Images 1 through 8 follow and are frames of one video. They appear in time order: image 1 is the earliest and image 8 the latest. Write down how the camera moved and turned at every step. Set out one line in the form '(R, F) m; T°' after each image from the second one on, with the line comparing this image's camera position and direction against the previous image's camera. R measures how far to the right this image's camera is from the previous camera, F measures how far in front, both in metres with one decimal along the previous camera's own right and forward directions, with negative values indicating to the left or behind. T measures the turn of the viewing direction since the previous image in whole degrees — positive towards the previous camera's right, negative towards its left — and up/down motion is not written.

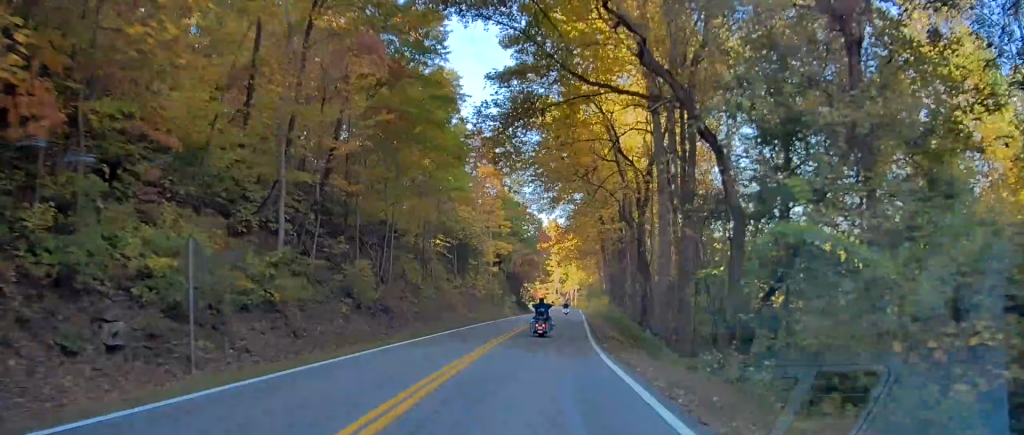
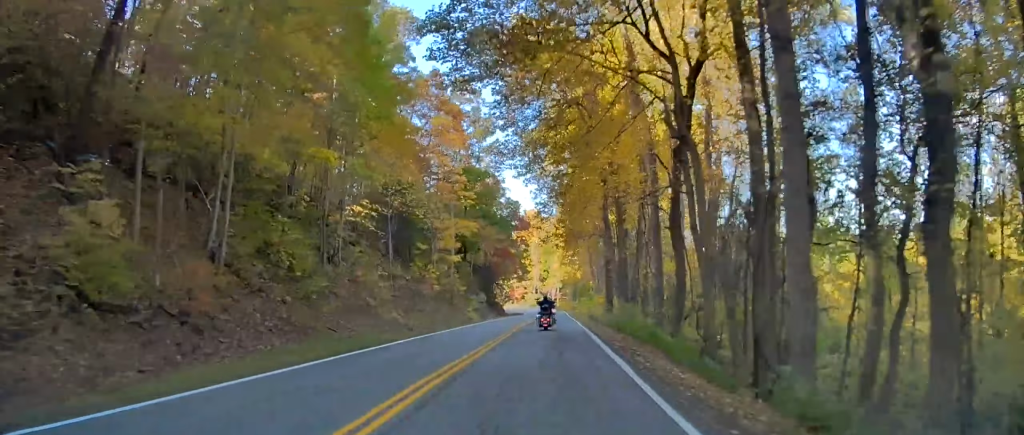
(+1.4, +21.9) m; +7°
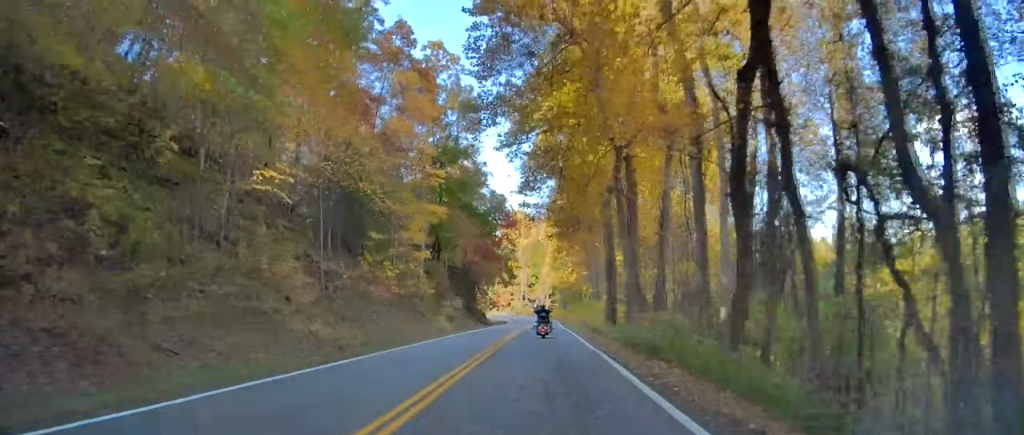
(+0.5, +12.6) m; +2°
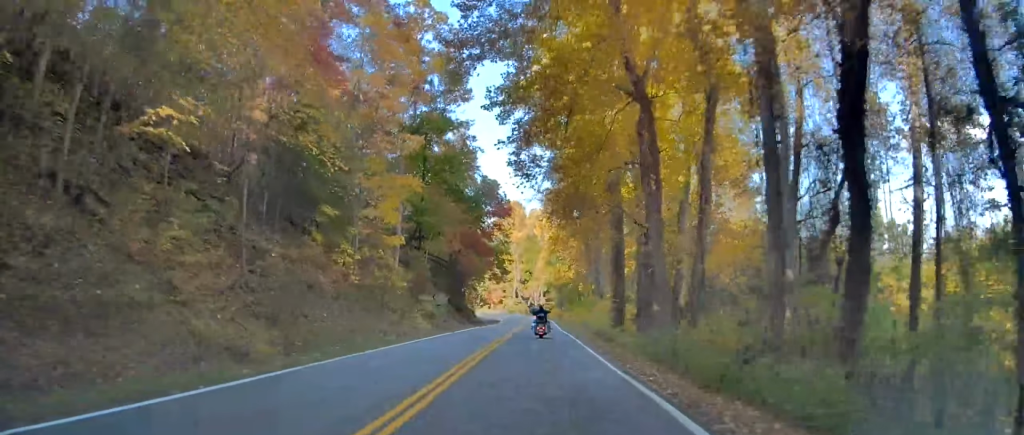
(0.0, +8.5) m; +1°
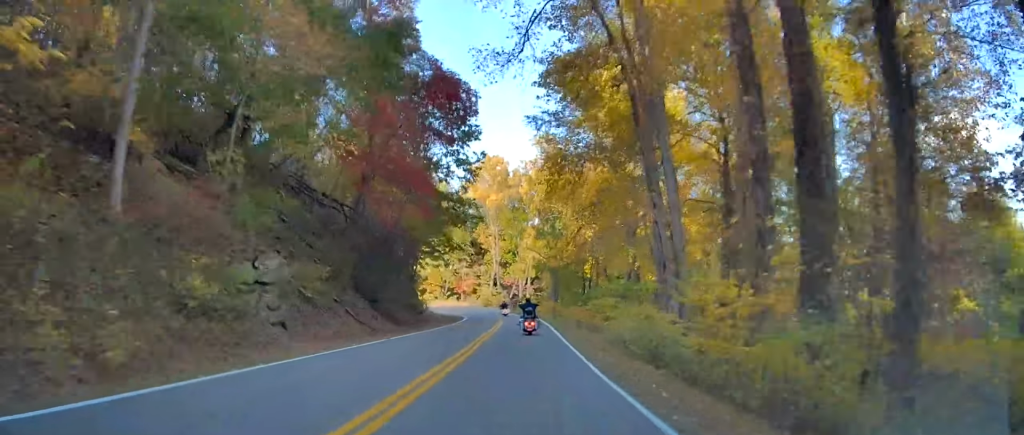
(0.0, +33.4) m; 0°
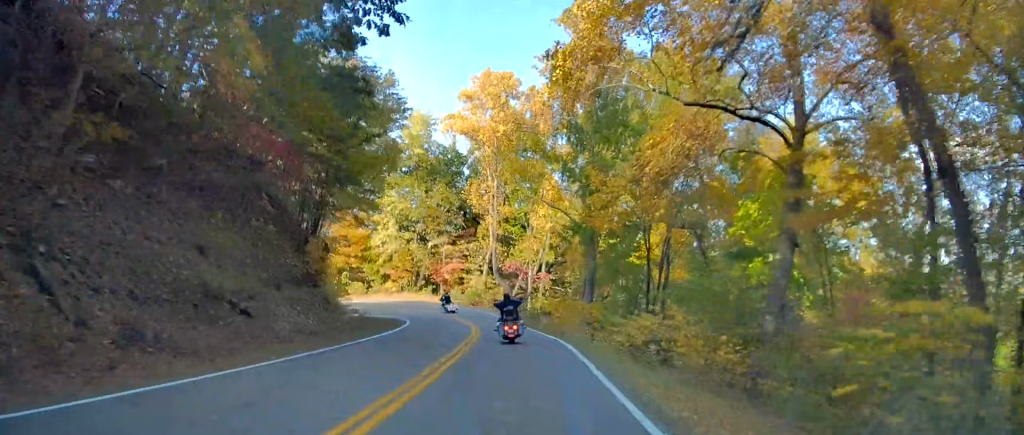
(+0.3, +32.5) m; -1°
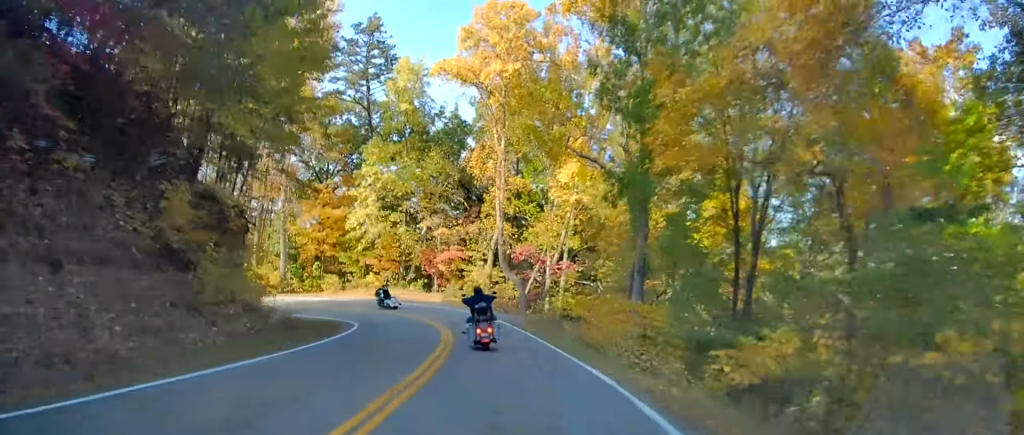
(-0.5, +13.6) m; -2°
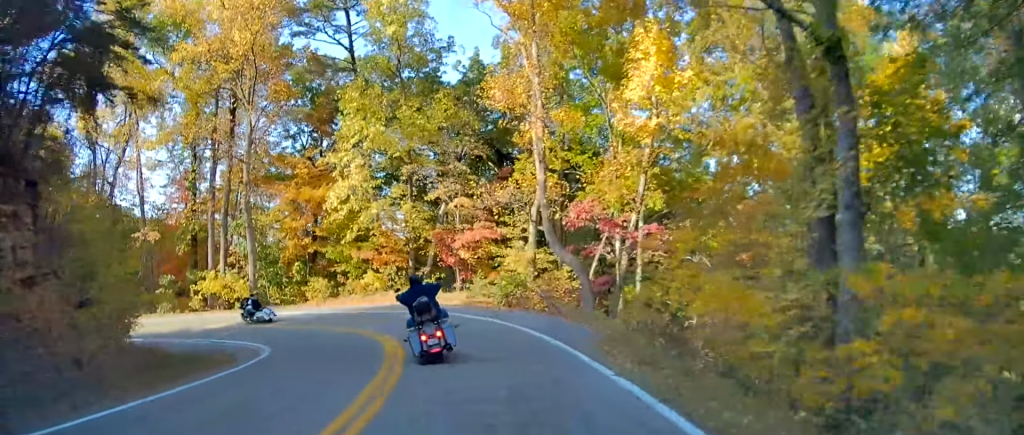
(+0.2, +15.0) m; -4°
